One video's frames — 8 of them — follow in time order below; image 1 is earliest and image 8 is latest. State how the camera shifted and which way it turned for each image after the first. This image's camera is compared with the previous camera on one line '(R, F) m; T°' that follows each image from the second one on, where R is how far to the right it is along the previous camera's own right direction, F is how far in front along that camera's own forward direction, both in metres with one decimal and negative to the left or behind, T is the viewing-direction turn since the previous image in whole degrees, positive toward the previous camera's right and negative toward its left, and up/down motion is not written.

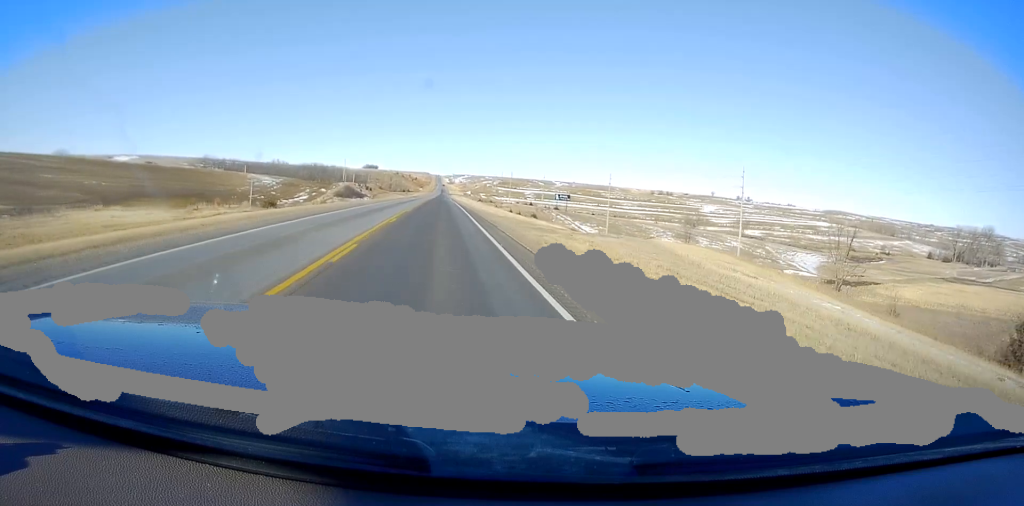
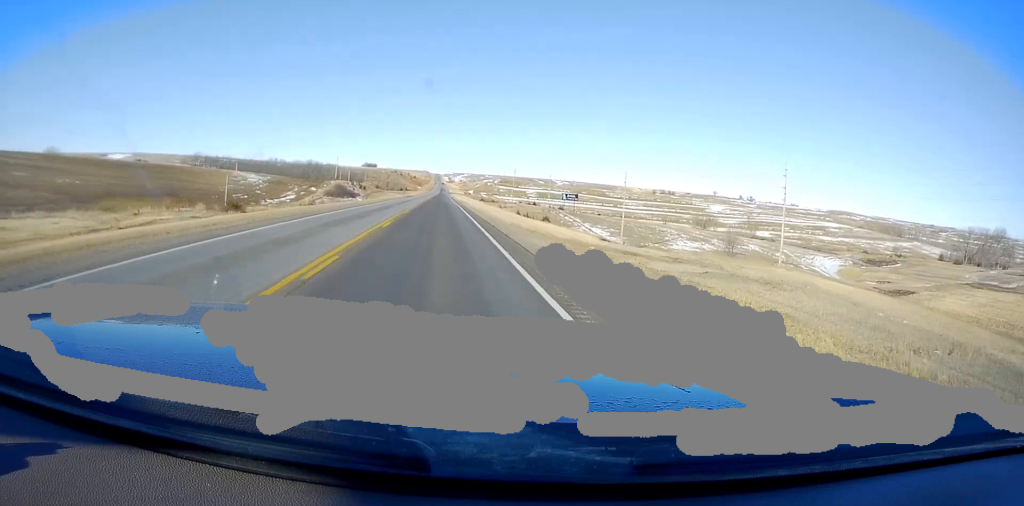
(0.0, +14.2) m; 0°
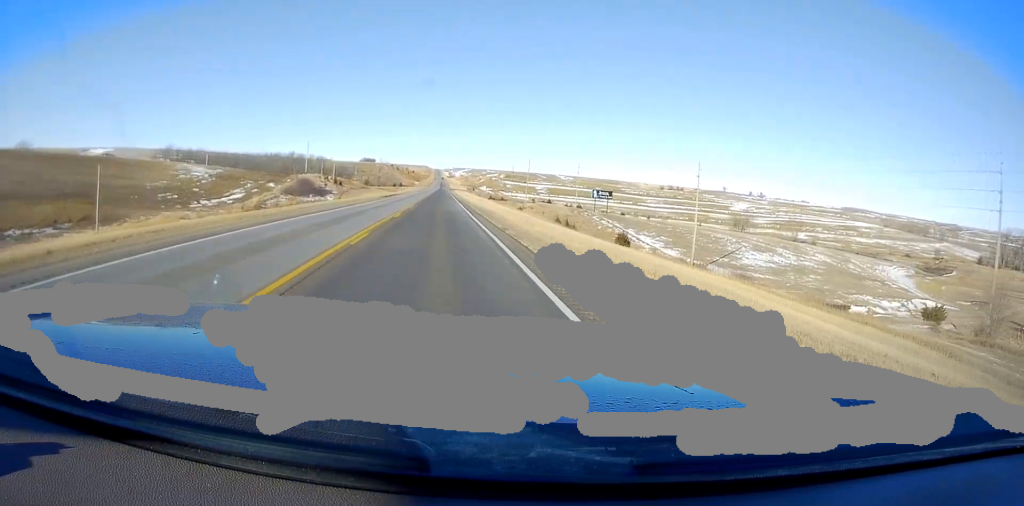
(0.0, +43.0) m; 0°
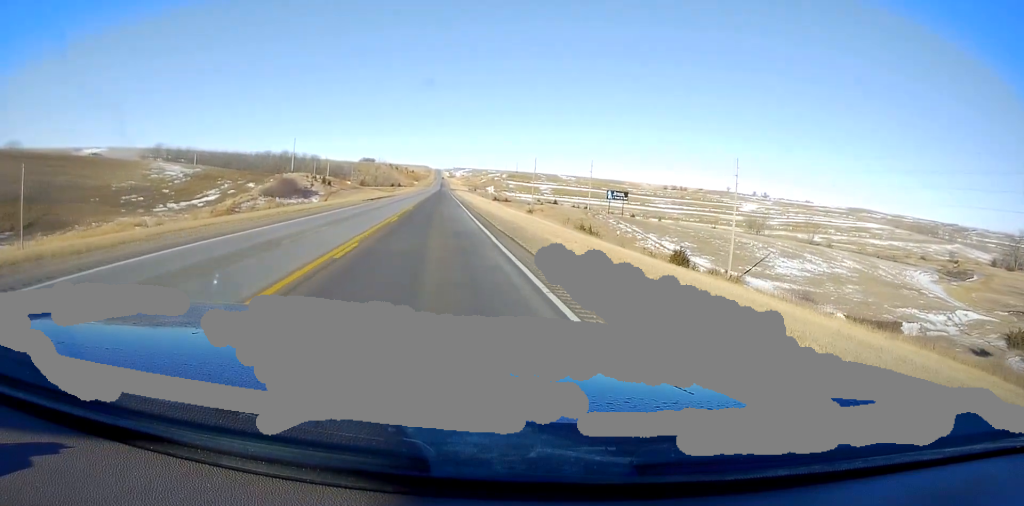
(0.0, +14.6) m; 0°
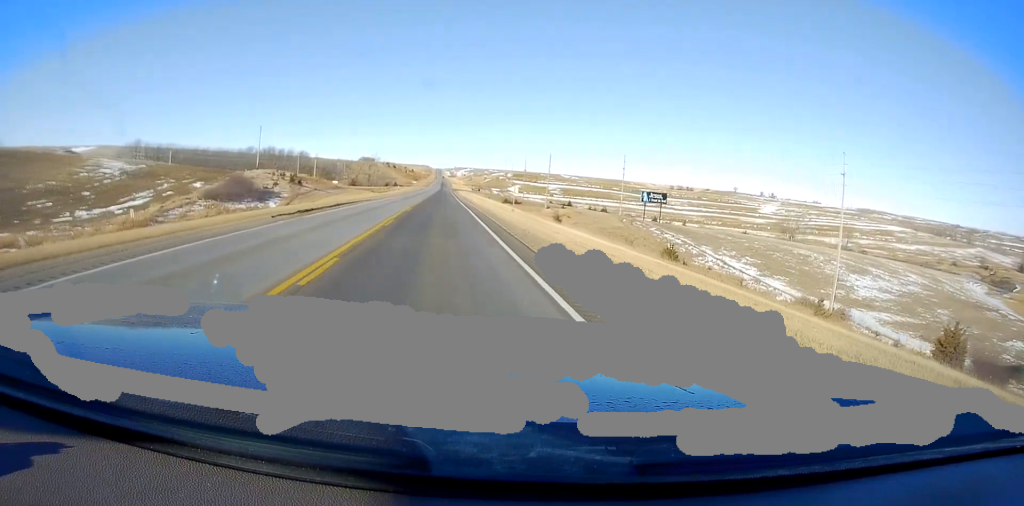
(0.0, +27.7) m; 0°
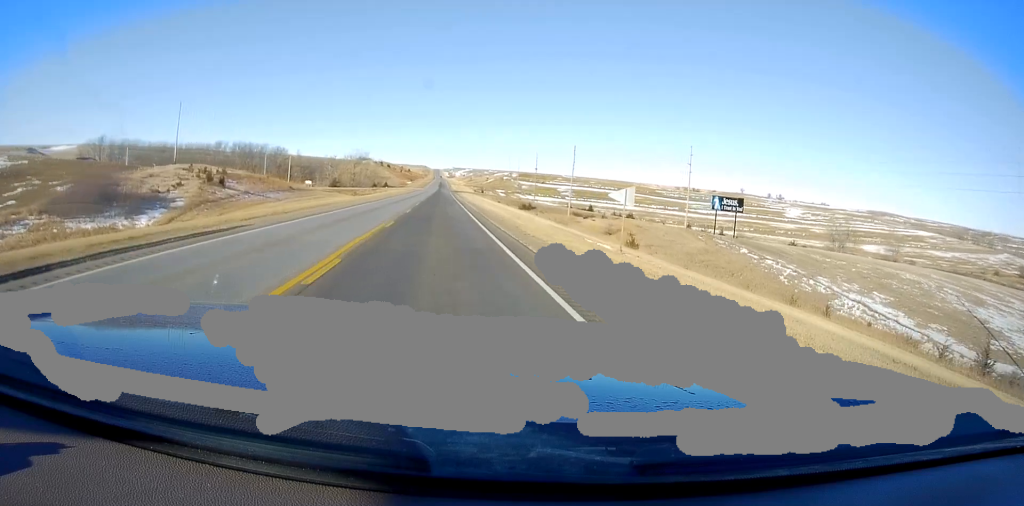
(0.0, +36.4) m; 0°
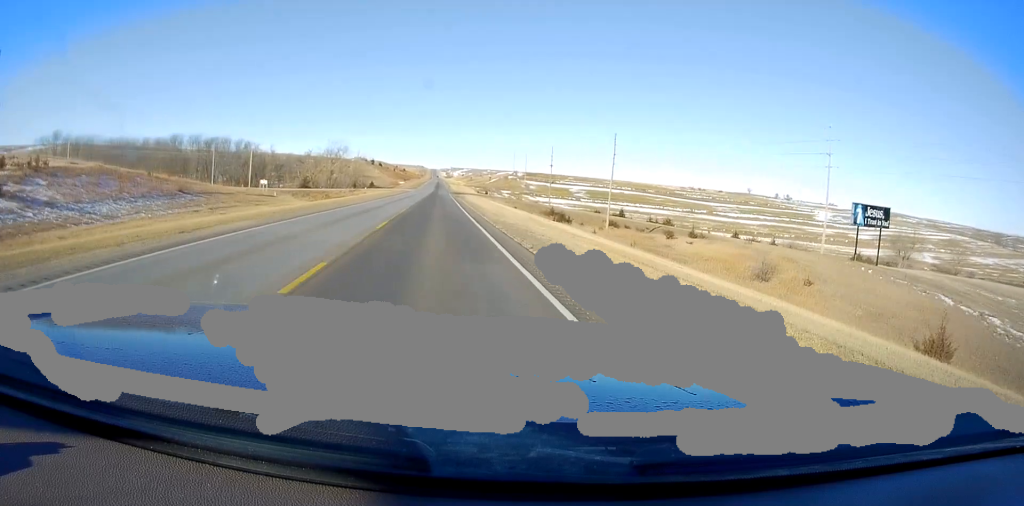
(0.0, +37.6) m; 0°
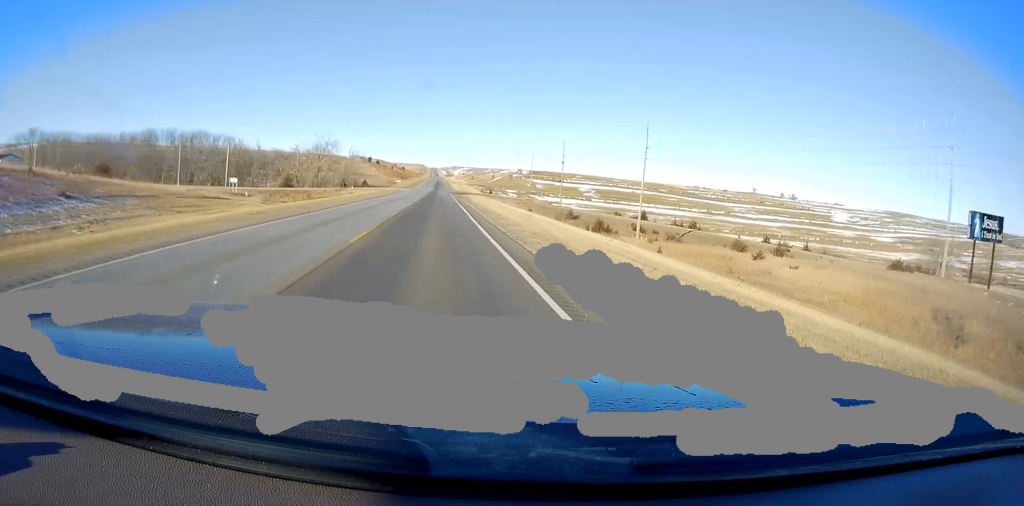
(0.0, +18.0) m; 0°
